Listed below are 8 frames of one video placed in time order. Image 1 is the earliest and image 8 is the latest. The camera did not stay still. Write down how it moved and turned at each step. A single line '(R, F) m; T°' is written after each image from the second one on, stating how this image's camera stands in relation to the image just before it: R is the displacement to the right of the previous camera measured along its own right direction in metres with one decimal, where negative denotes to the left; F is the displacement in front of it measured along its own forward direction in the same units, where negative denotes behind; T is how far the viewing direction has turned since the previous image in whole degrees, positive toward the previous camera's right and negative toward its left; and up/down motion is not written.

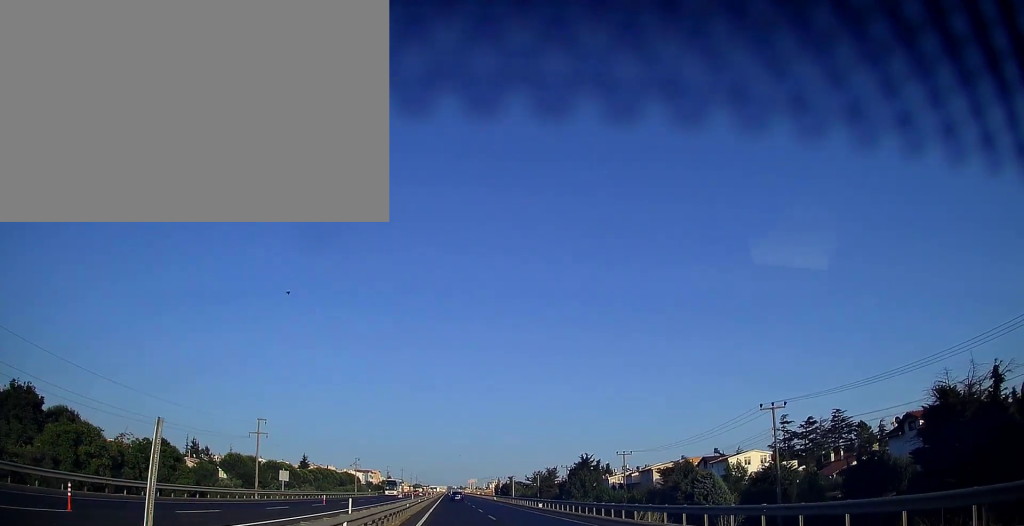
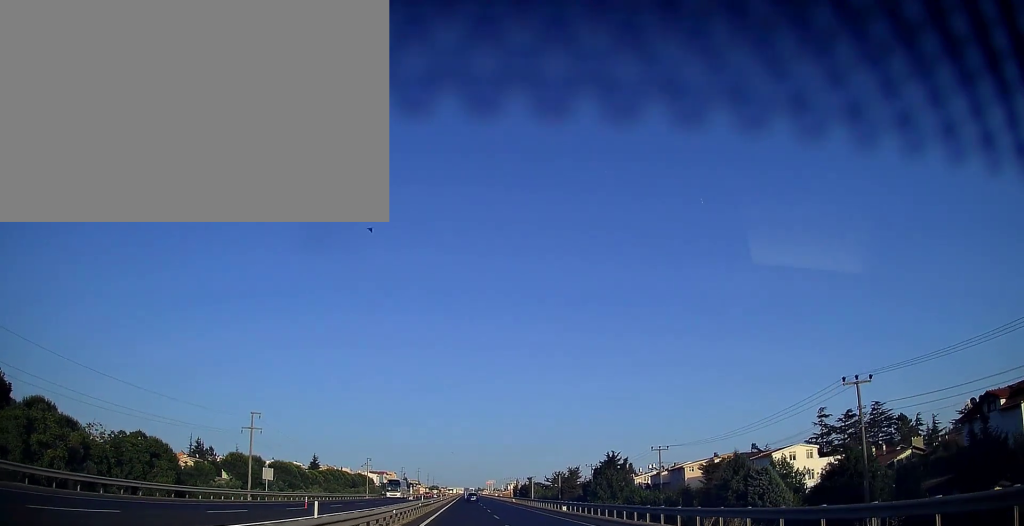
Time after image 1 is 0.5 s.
(-0.2, +9.0) m; -2°
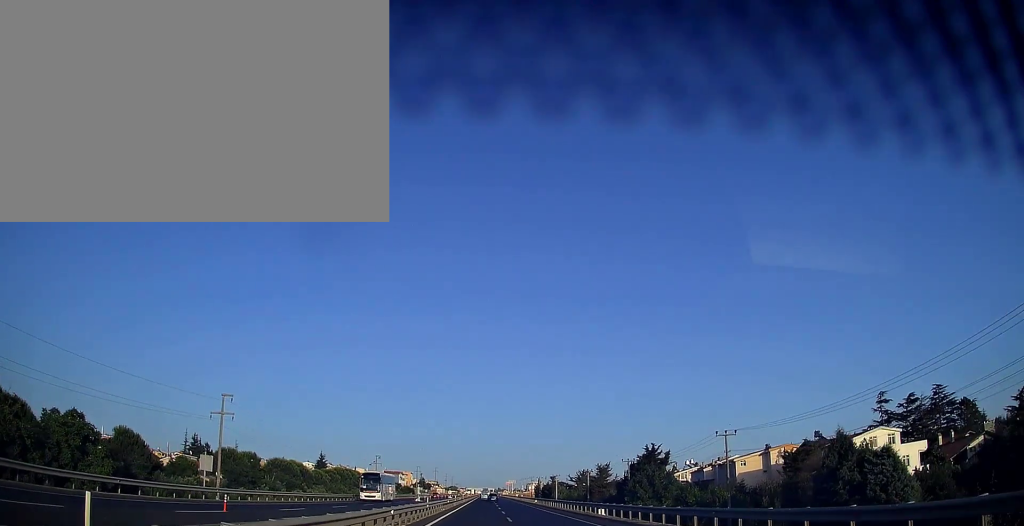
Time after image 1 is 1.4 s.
(-0.4, +15.2) m; -1°
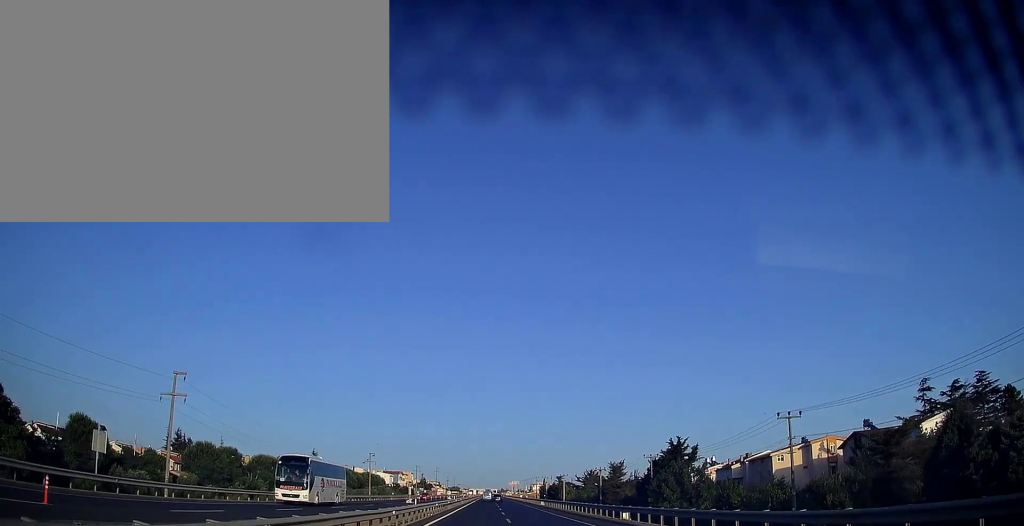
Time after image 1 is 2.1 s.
(-0.1, +12.3) m; 0°
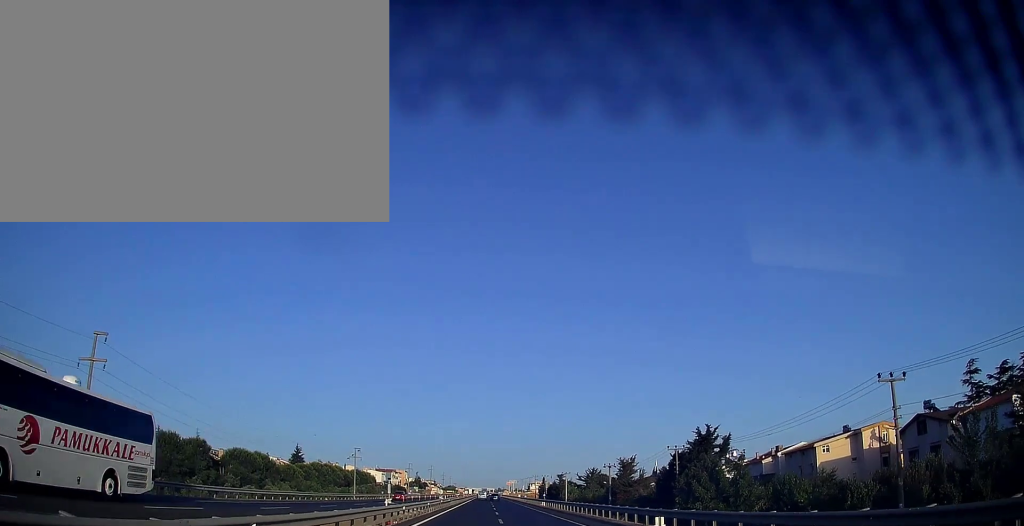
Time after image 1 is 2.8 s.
(0.0, +13.4) m; 0°
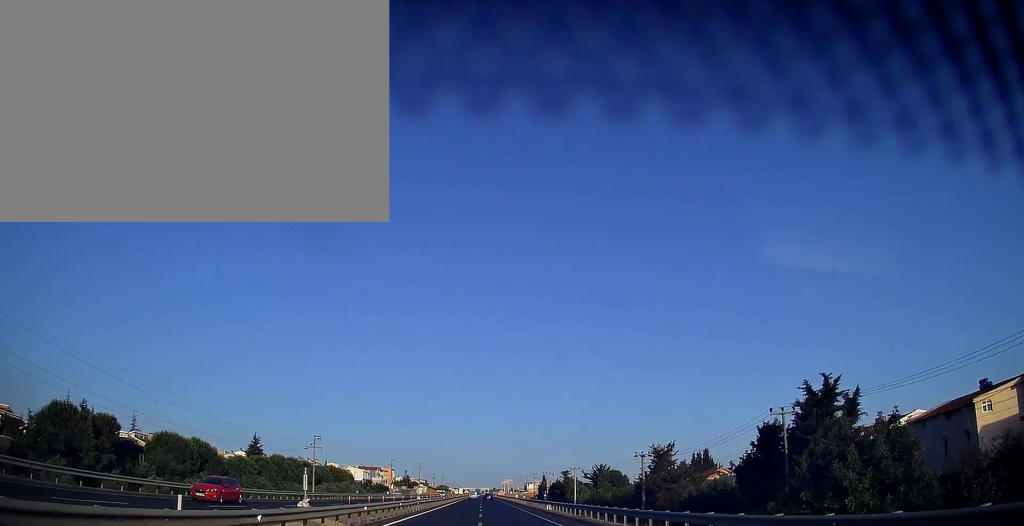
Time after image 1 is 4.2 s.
(+0.1, +28.6) m; 0°
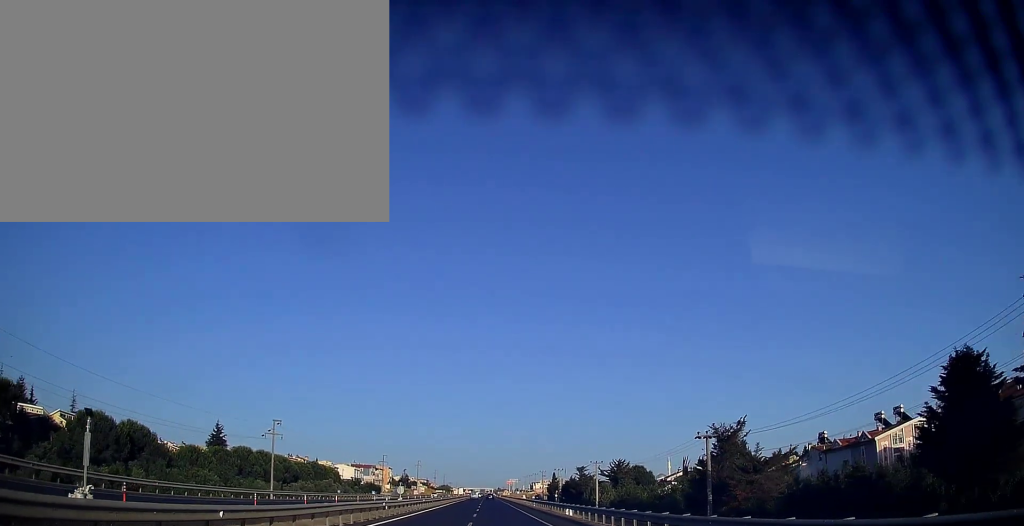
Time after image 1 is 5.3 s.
(-0.1, +23.6) m; -1°
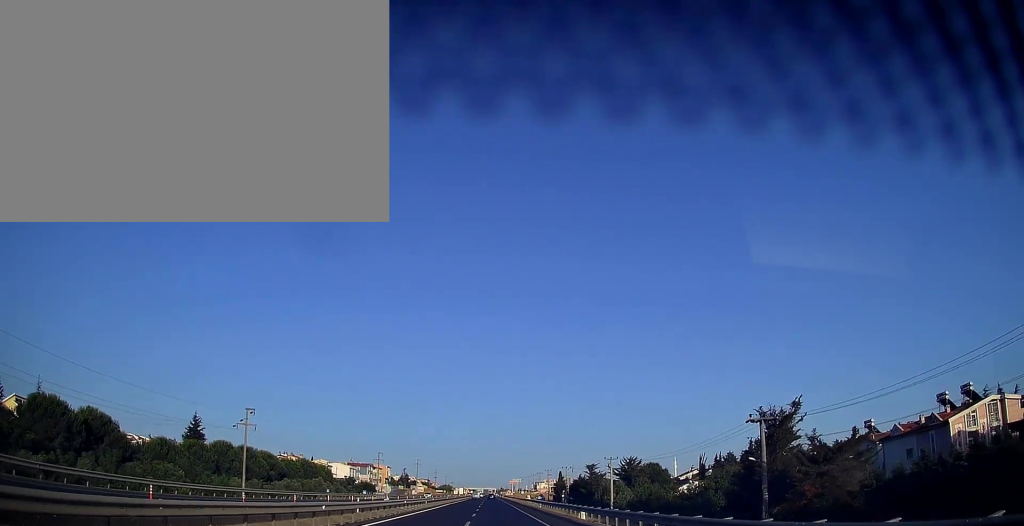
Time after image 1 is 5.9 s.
(0.0, +11.4) m; 0°
